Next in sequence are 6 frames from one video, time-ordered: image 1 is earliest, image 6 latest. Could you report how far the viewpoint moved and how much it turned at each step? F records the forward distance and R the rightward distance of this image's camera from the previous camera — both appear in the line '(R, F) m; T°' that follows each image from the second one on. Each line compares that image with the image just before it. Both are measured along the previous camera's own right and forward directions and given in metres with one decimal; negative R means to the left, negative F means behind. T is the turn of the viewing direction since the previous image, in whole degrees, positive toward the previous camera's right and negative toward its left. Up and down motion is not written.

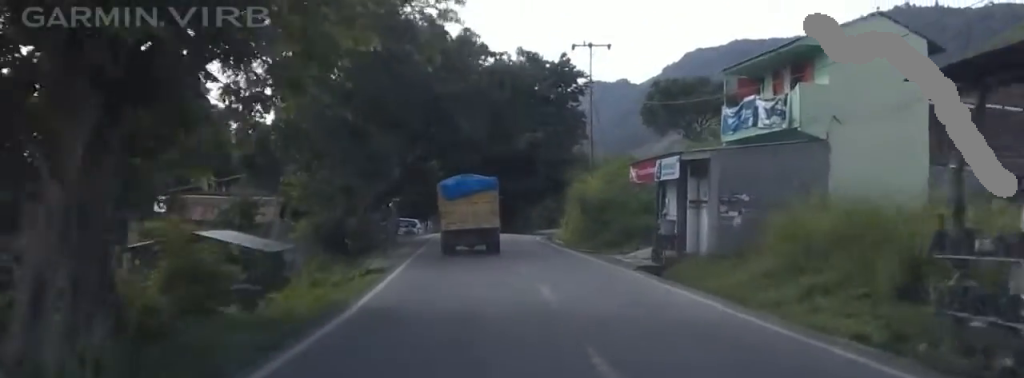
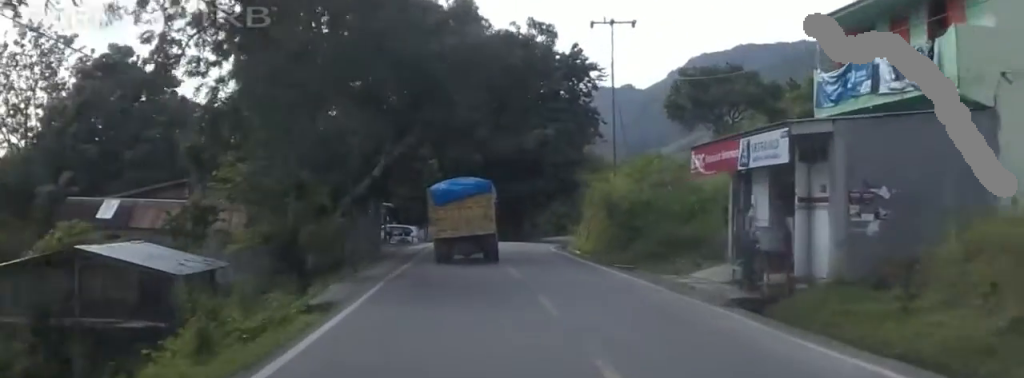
(-0.8, +8.1) m; 0°
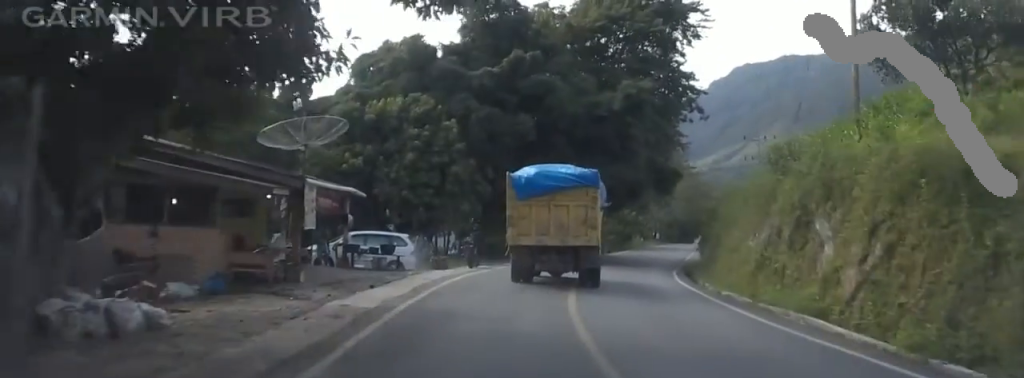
(+1.9, +28.4) m; +6°
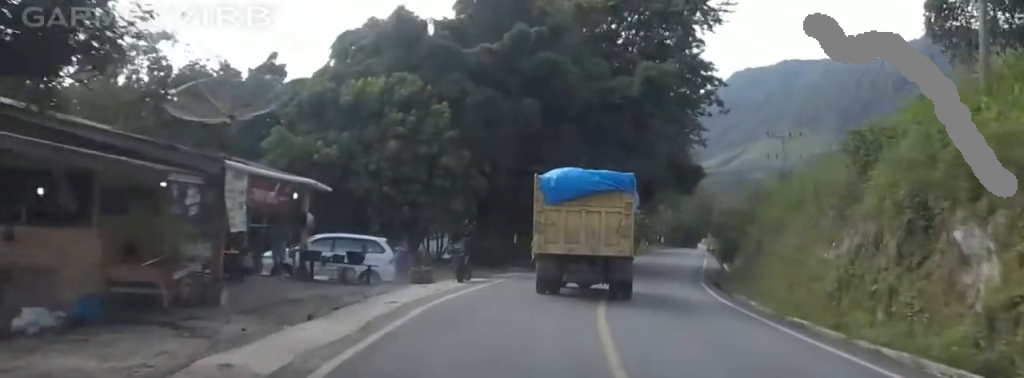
(0.0, +6.4) m; 0°
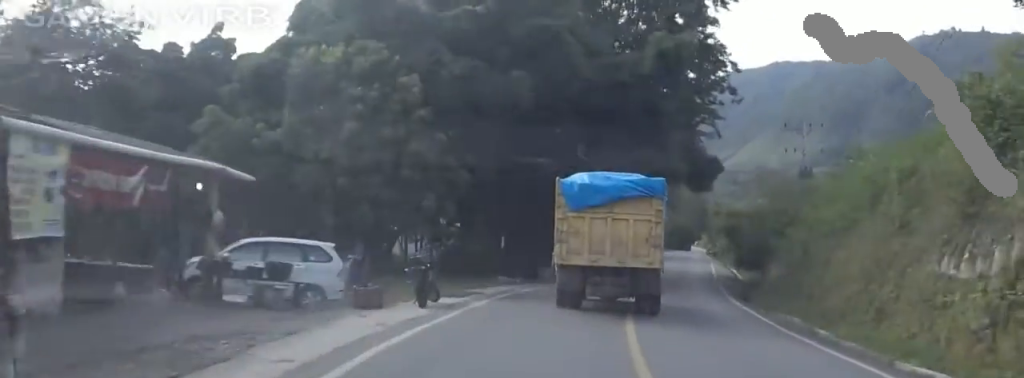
(0.0, +6.9) m; 0°
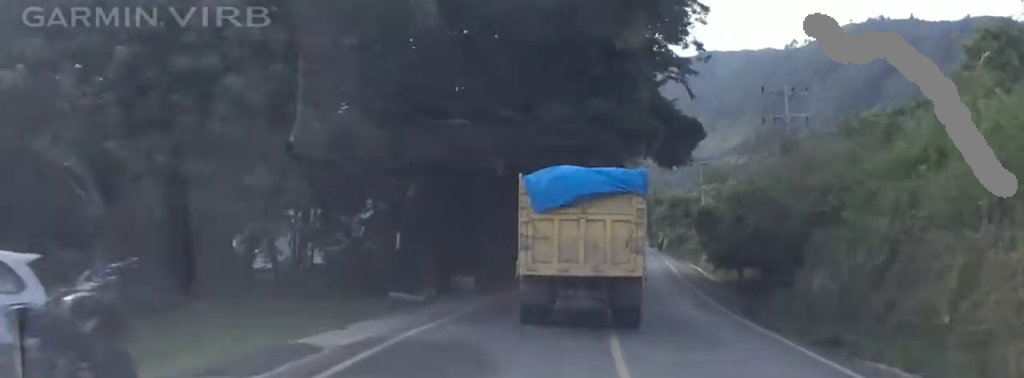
(0.0, +11.8) m; +5°
